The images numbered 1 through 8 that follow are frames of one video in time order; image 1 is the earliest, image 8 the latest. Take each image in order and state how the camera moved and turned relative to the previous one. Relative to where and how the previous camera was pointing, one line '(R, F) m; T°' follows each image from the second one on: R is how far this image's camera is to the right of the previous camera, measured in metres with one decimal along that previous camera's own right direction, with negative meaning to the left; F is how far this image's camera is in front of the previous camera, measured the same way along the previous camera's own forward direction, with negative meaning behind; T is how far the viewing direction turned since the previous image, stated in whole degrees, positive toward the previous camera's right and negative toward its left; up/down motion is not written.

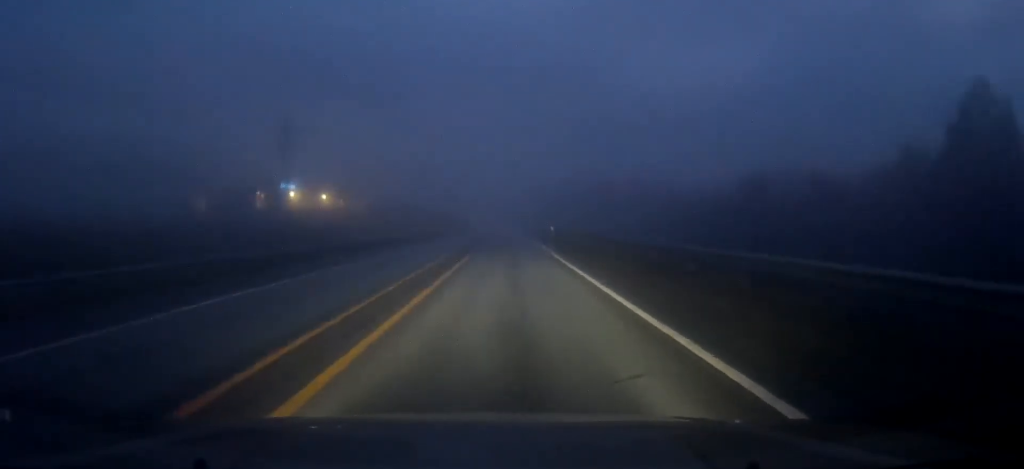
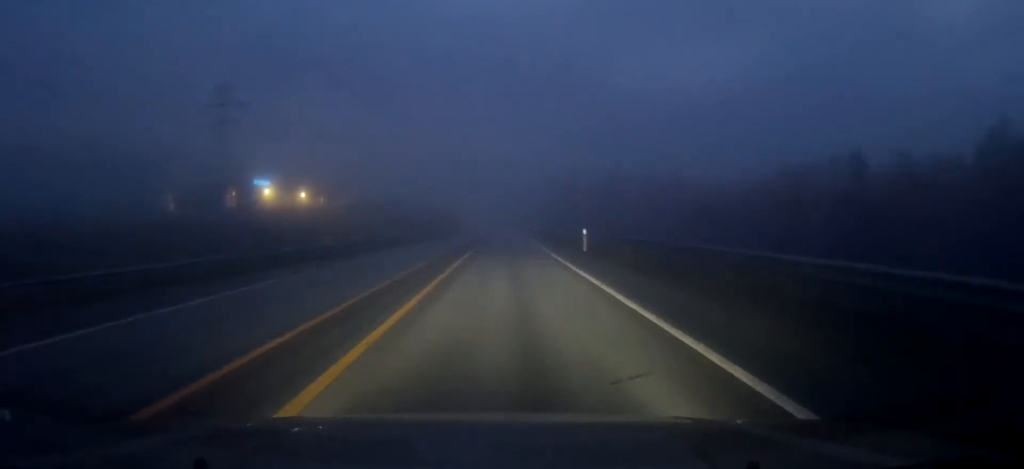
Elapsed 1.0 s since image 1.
(0.0, +22.7) m; 0°
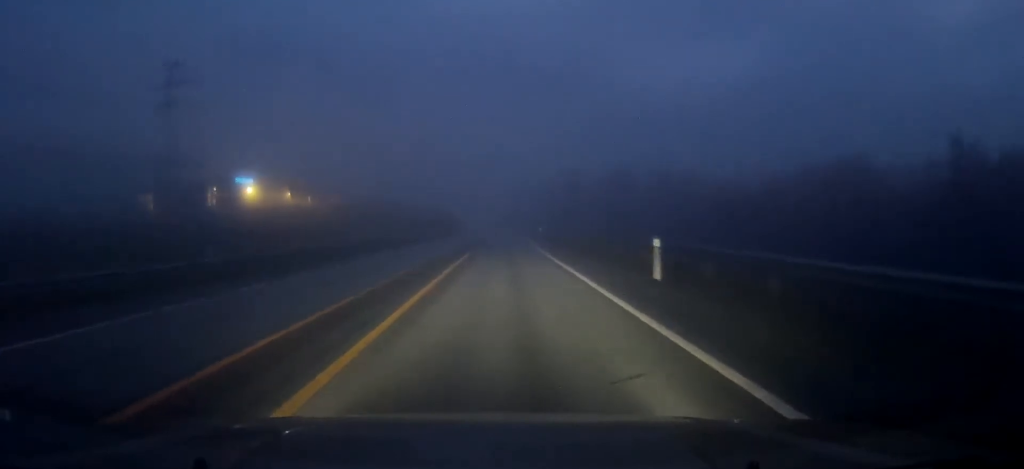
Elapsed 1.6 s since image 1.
(0.0, +14.5) m; 0°
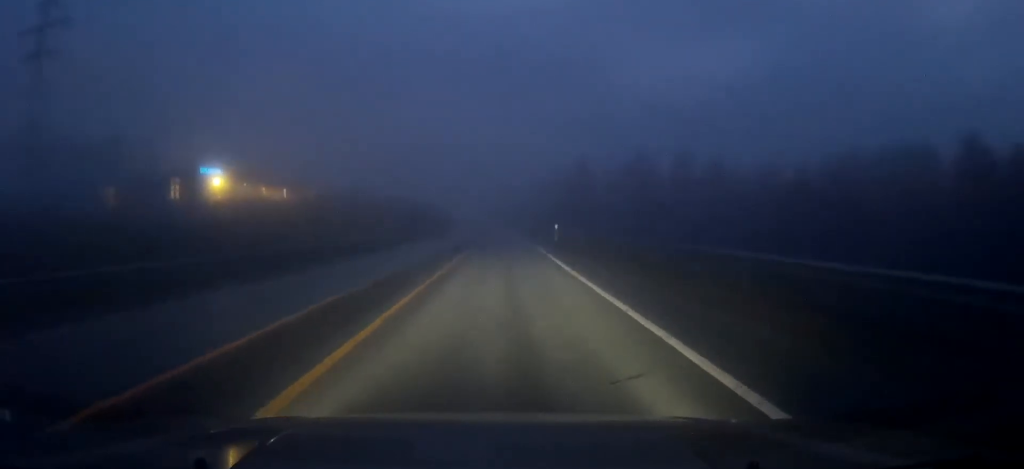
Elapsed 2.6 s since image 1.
(0.0, +22.7) m; +1°
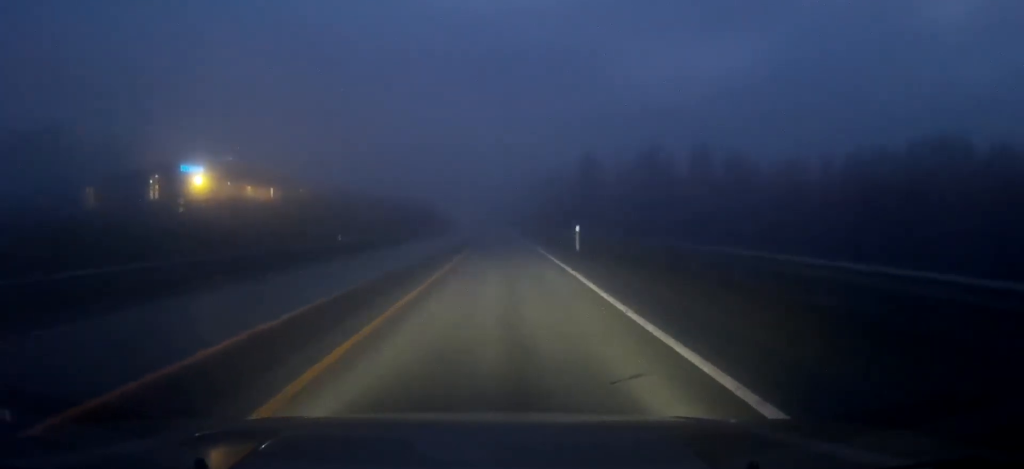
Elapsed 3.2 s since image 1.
(+0.2, +11.8) m; 0°
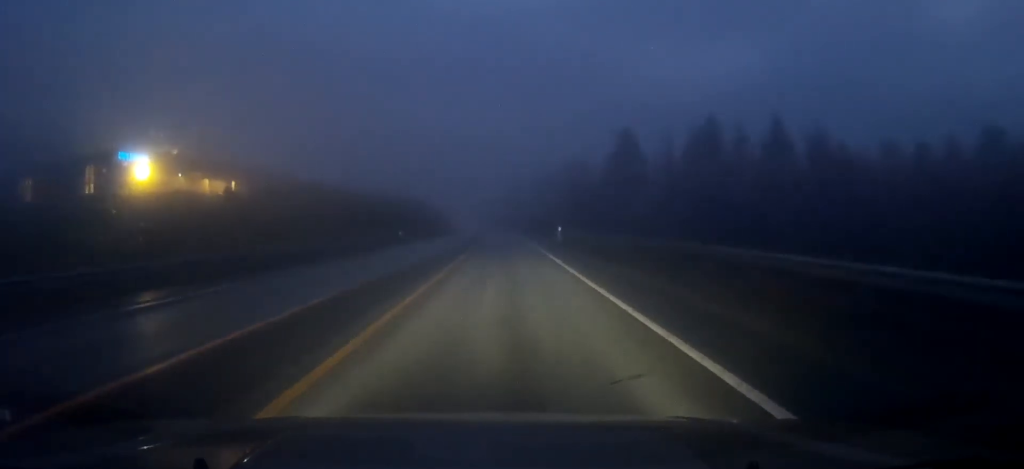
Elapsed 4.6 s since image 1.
(0.0, +32.9) m; 0°
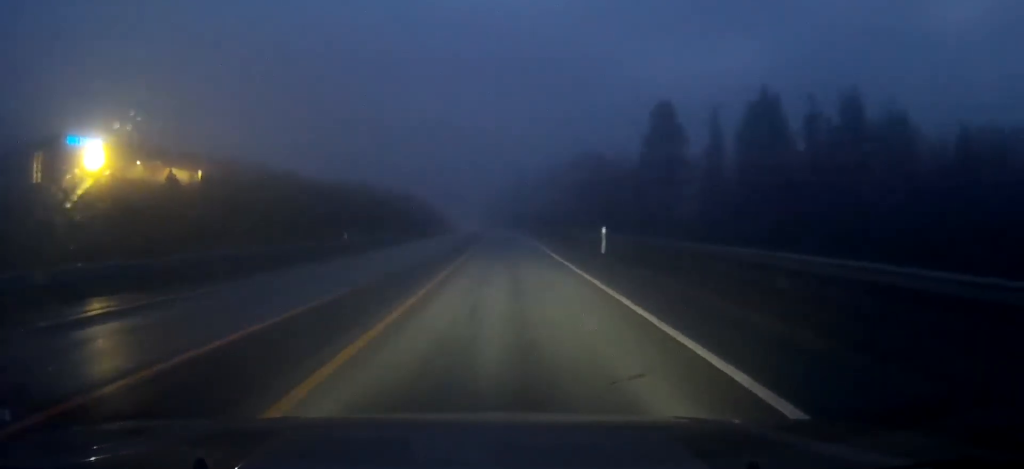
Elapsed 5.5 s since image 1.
(0.0, +20.2) m; 0°
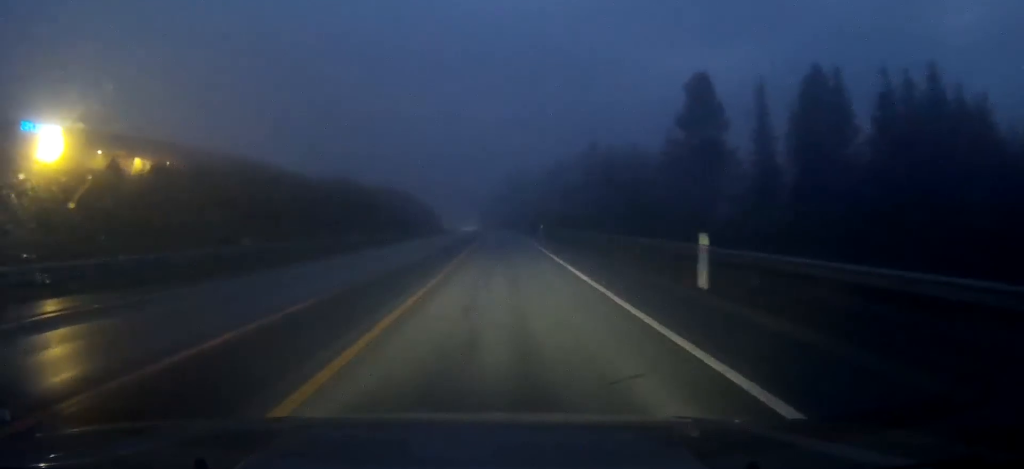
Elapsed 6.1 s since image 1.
(-0.1, +14.7) m; 0°
